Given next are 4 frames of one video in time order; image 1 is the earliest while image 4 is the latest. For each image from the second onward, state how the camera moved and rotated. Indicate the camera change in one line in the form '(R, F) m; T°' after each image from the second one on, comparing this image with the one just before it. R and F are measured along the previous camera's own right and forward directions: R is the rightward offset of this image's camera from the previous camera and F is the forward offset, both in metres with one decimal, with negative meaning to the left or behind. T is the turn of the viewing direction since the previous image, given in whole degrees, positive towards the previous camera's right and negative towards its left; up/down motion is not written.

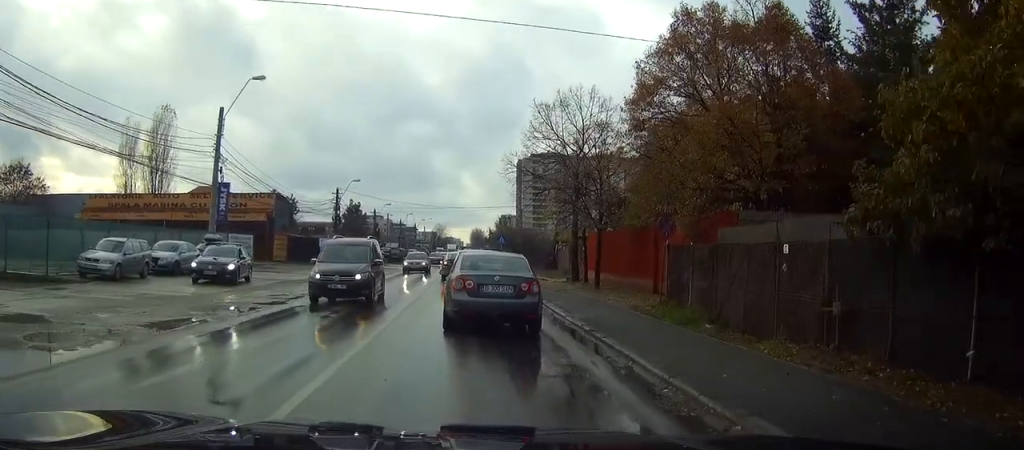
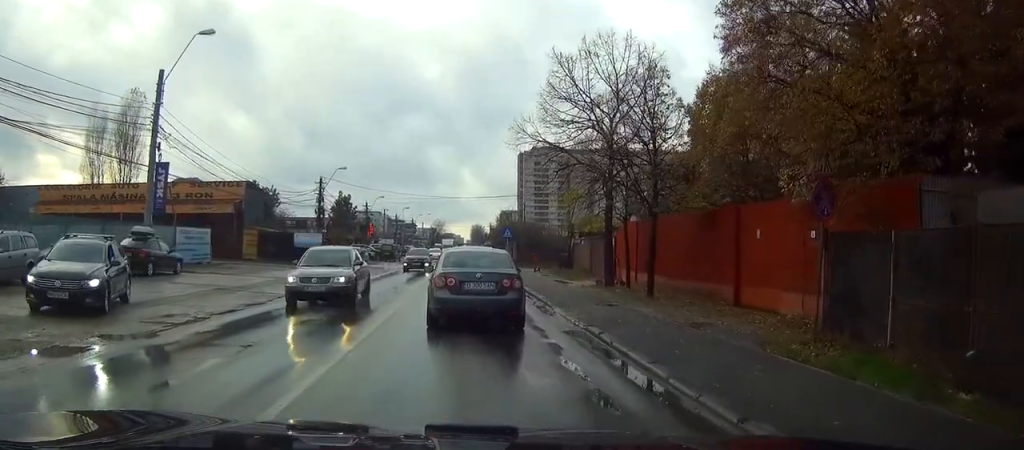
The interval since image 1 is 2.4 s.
(-0.7, +8.6) m; -1°
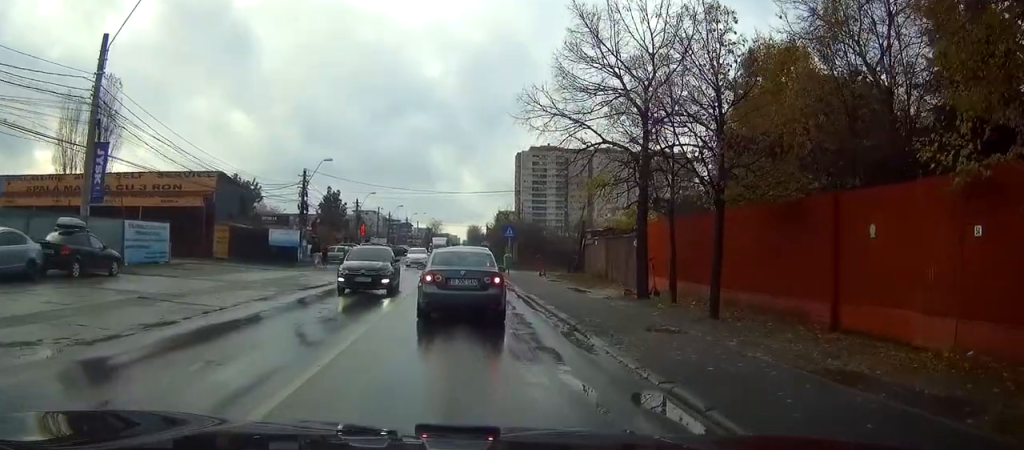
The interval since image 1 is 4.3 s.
(+0.1, +5.9) m; -1°
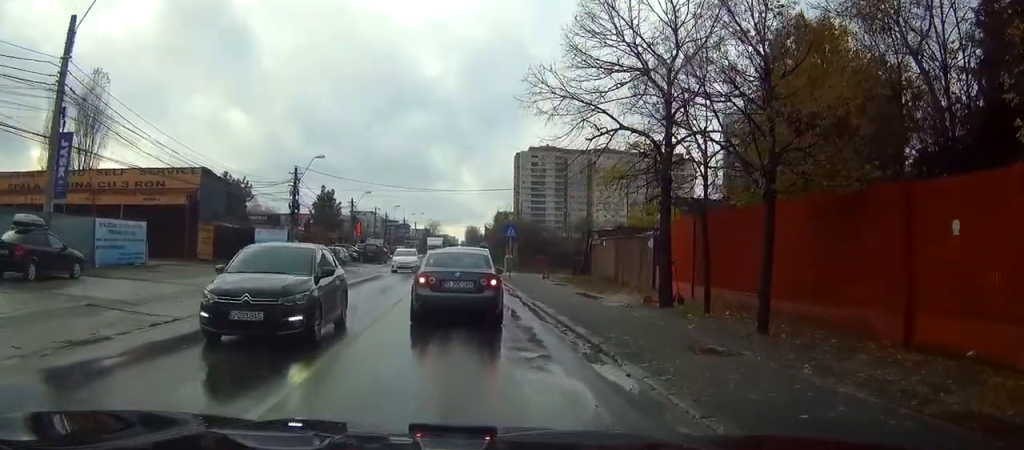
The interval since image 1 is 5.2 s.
(0.0, +2.8) m; -2°
